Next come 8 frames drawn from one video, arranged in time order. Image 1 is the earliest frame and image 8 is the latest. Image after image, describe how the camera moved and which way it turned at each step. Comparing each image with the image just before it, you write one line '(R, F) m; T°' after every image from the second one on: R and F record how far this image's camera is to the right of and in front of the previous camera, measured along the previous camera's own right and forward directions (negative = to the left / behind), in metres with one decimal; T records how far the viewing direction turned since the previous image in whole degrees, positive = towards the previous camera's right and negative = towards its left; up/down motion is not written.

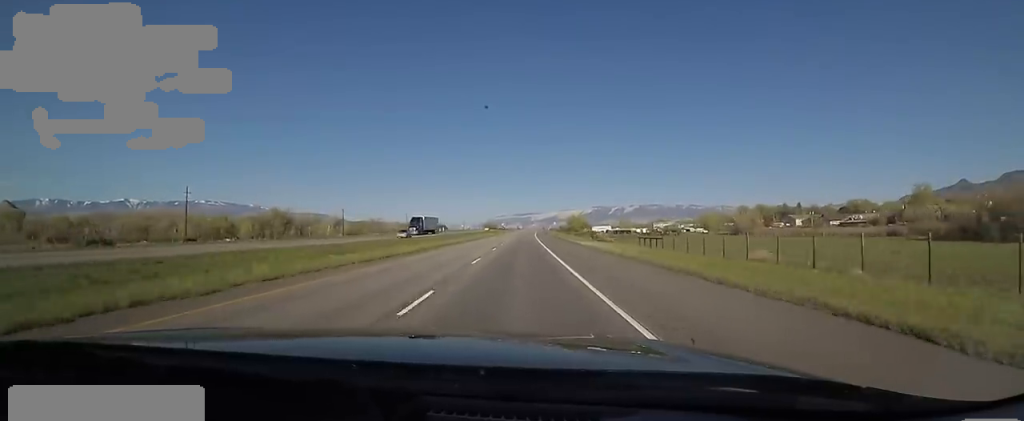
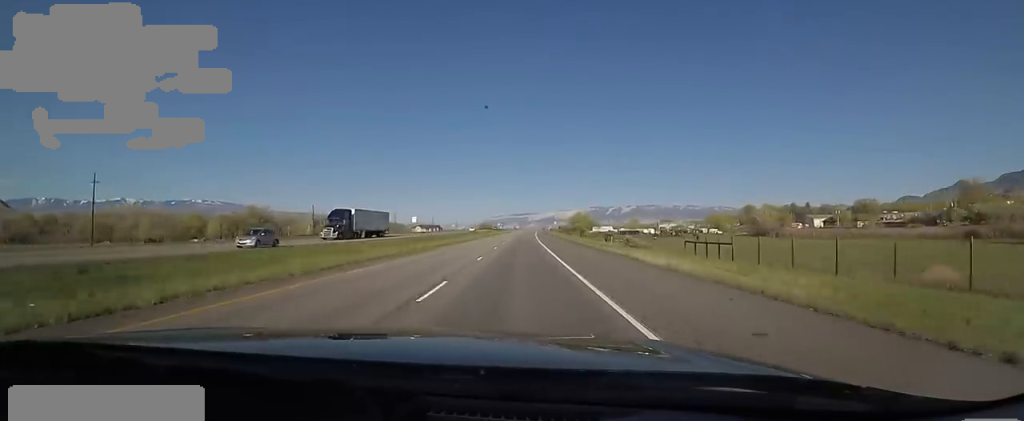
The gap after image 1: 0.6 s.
(-0.1, +22.0) m; +1°
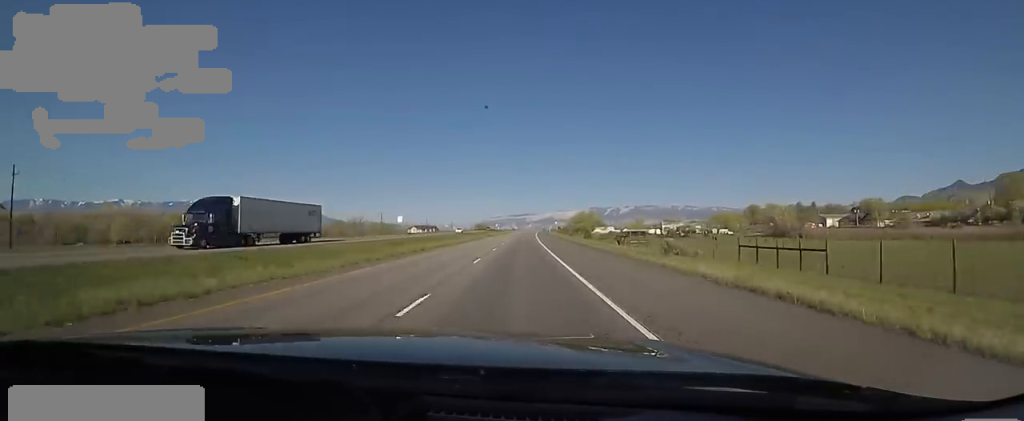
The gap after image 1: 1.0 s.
(-0.4, +13.9) m; +1°
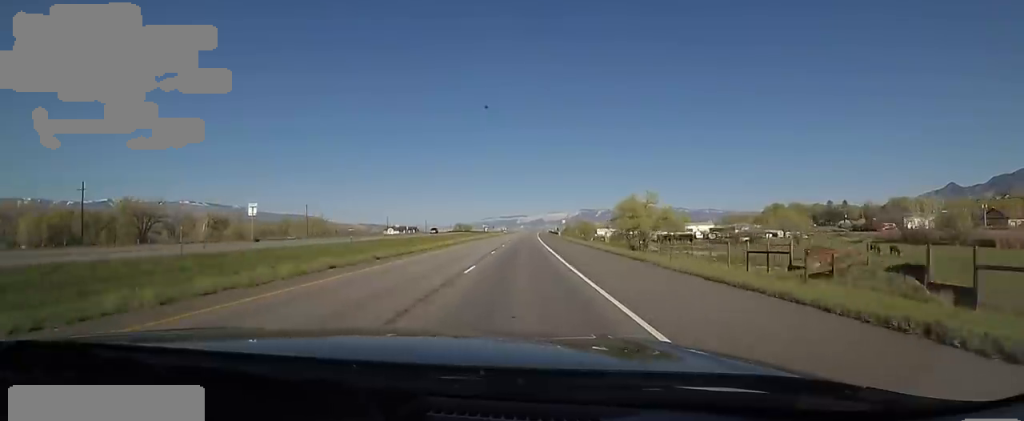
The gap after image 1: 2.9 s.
(+0.5, +65.2) m; 0°
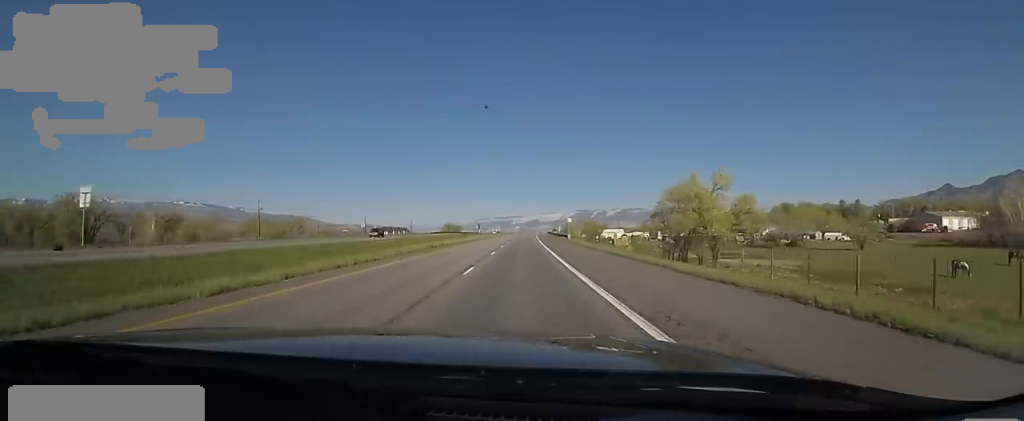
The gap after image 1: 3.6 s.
(+0.5, +24.3) m; +1°
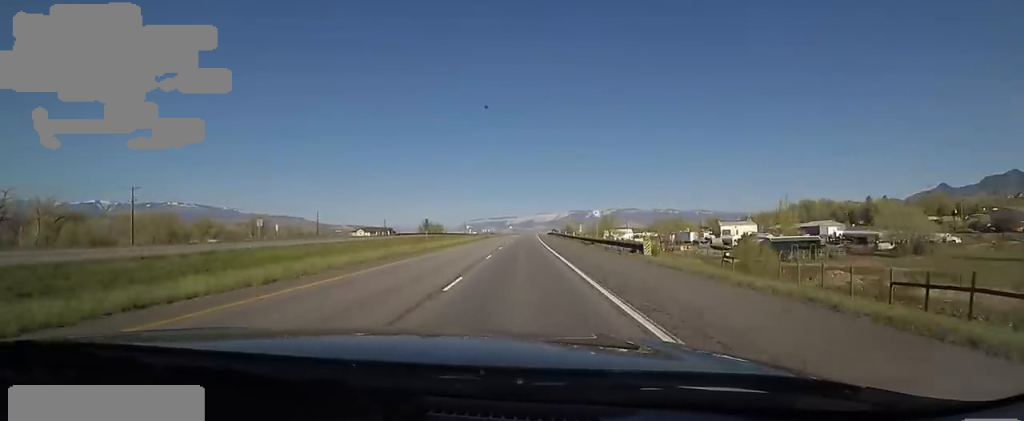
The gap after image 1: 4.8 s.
(+0.8, +40.4) m; +1°
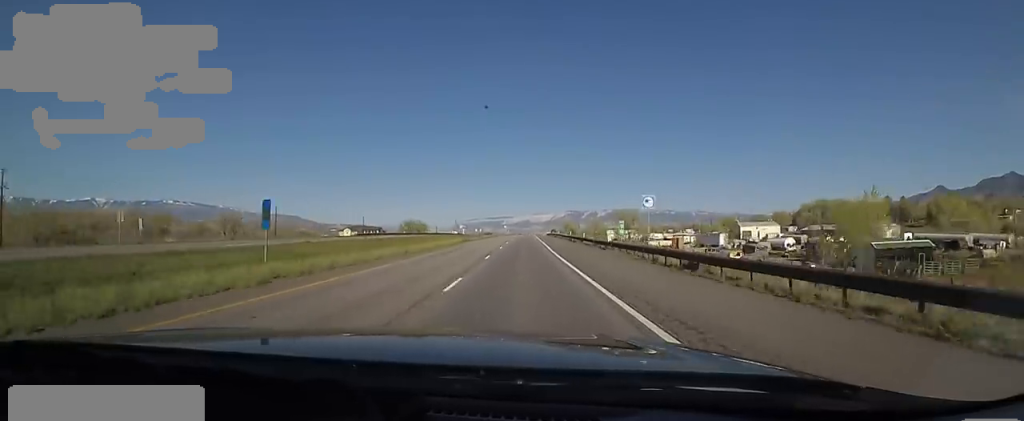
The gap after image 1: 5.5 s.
(0.0, +24.2) m; 0°
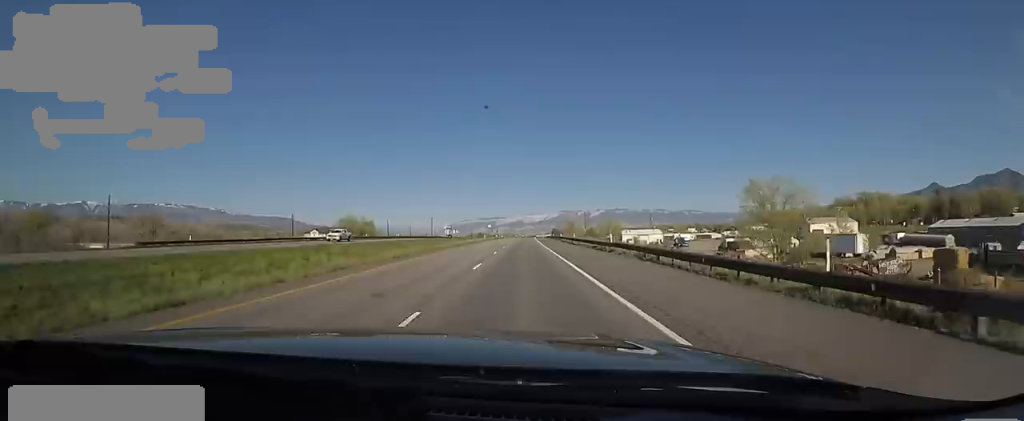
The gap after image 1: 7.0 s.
(0.0, +54.1) m; 0°
